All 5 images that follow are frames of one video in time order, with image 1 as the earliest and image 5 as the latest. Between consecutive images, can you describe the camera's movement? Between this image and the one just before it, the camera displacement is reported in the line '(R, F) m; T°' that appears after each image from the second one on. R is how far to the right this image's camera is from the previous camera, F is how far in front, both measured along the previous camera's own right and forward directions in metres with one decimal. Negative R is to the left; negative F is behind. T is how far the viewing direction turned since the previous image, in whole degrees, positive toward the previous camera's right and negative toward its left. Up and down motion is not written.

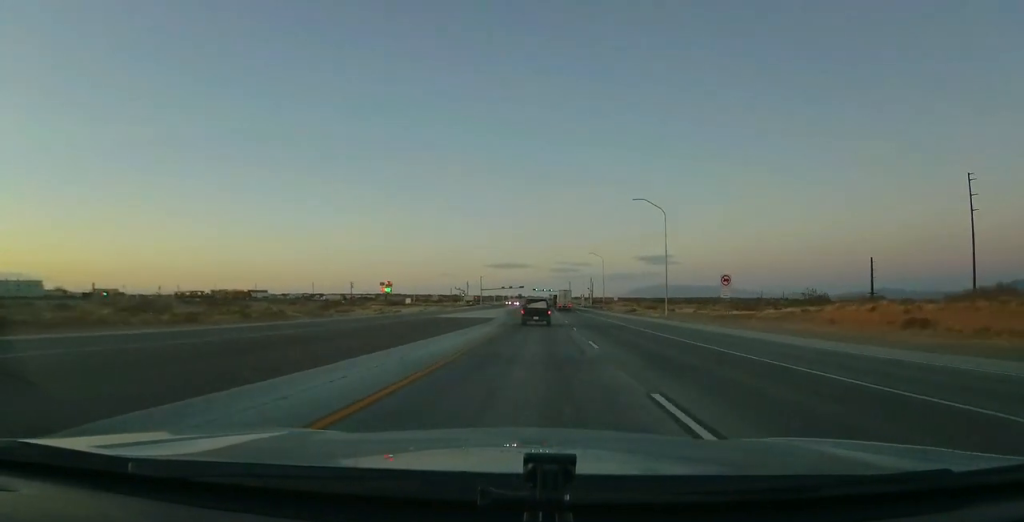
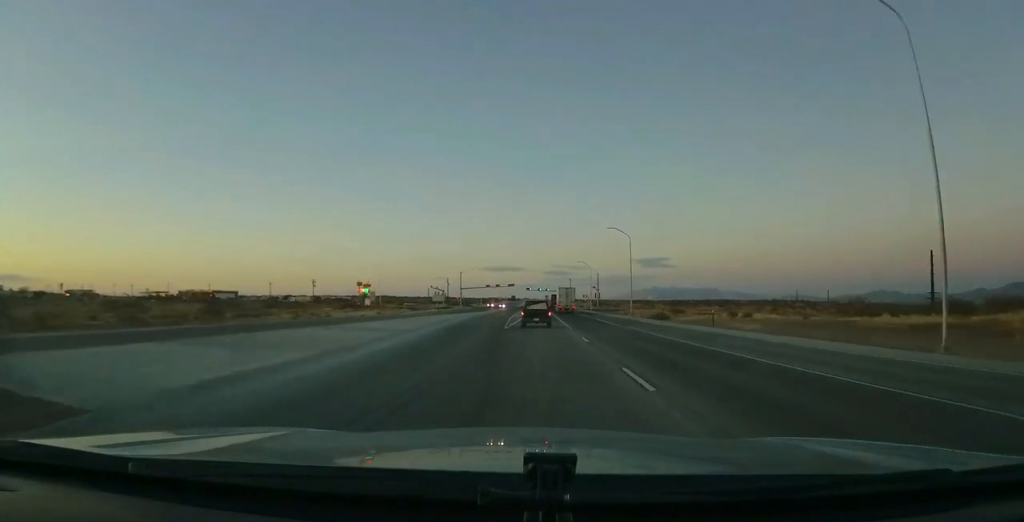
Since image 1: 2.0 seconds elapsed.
(+0.2, +44.9) m; -2°
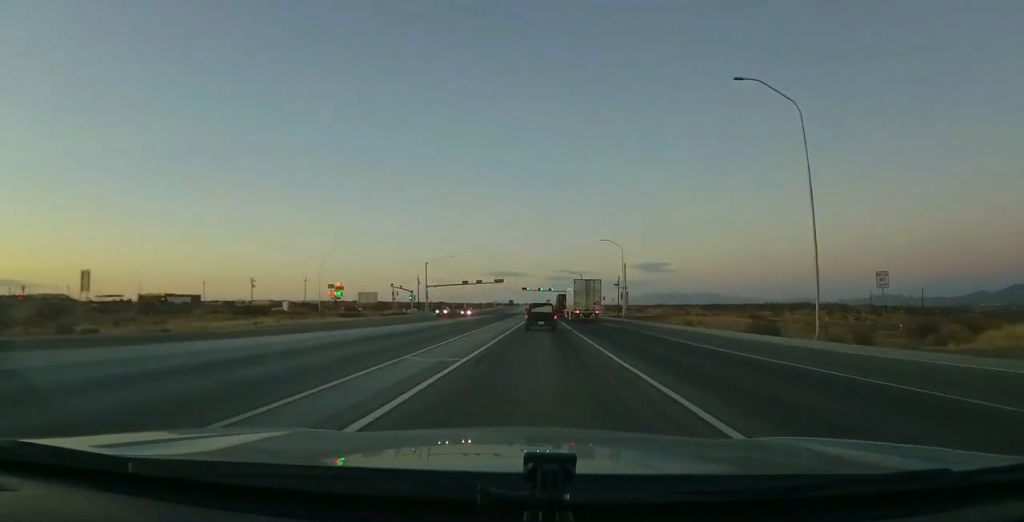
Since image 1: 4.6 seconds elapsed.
(-0.2, +56.8) m; +1°
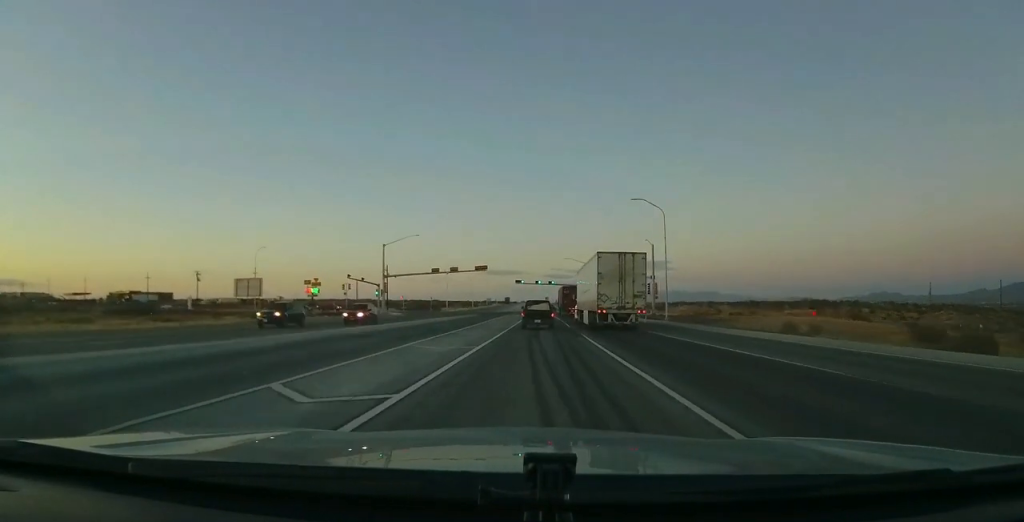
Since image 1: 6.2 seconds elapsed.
(0.0, +33.8) m; 0°
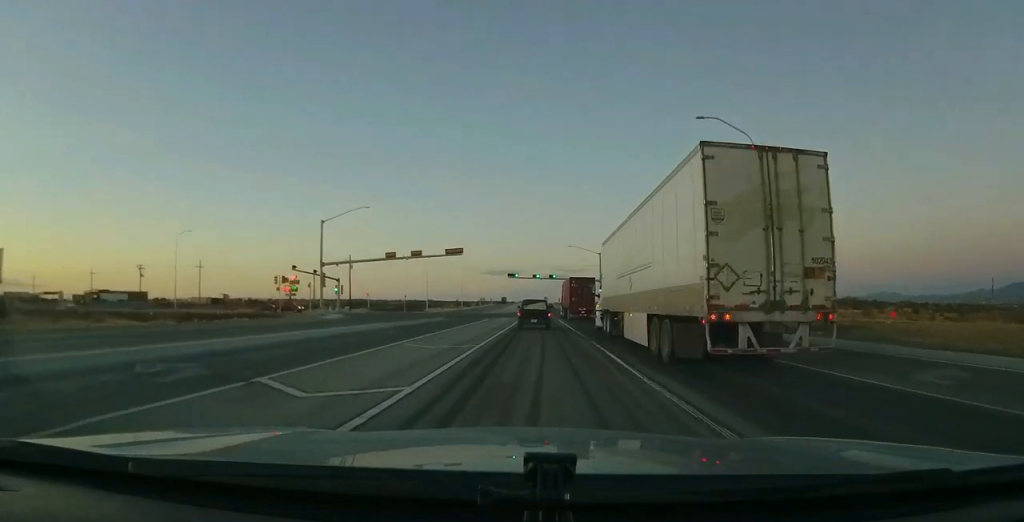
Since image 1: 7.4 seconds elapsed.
(+0.2, +27.0) m; +1°
